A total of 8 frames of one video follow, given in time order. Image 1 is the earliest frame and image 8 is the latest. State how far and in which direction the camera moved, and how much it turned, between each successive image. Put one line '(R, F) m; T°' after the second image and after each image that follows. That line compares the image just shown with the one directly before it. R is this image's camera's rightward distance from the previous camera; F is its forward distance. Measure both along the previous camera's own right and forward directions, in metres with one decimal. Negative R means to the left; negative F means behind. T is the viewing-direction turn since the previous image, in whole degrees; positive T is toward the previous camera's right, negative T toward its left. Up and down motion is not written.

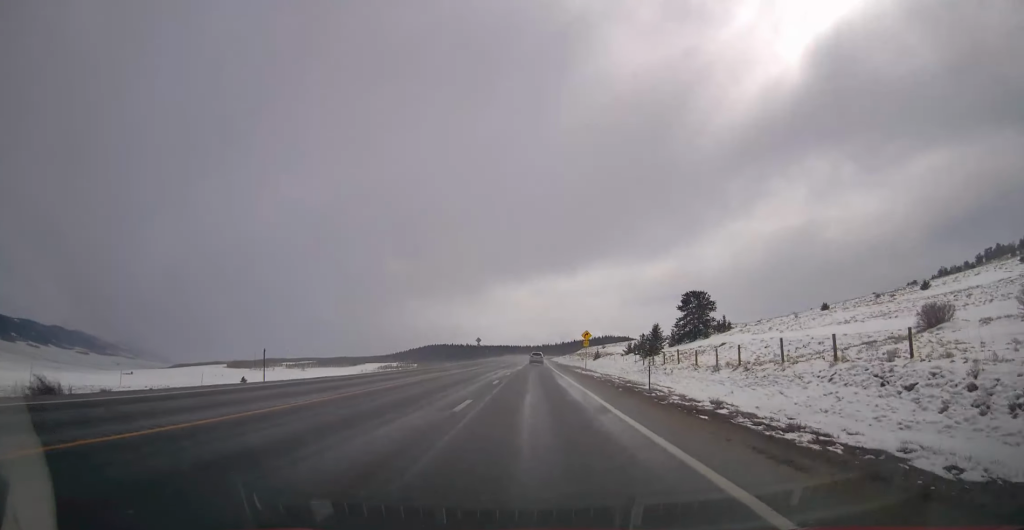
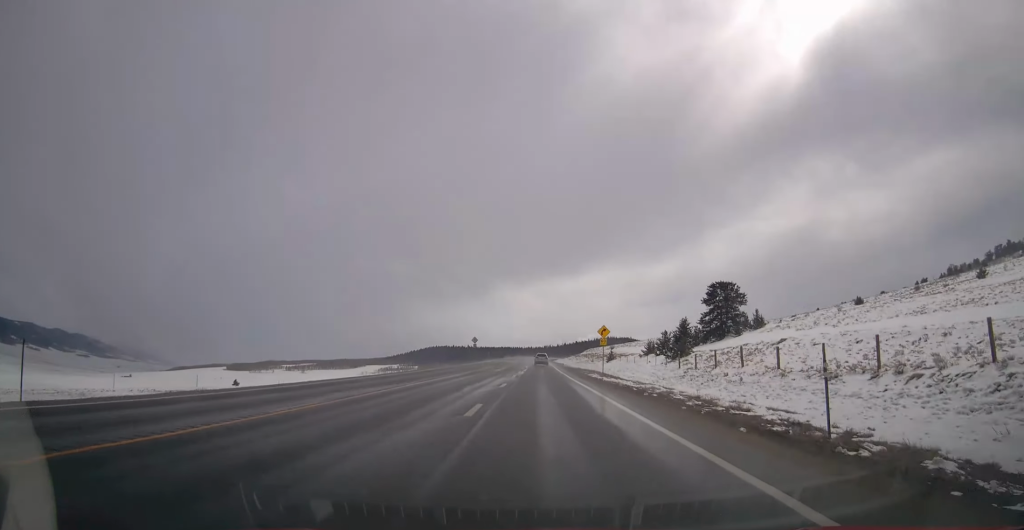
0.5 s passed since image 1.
(0.0, +12.8) m; -1°
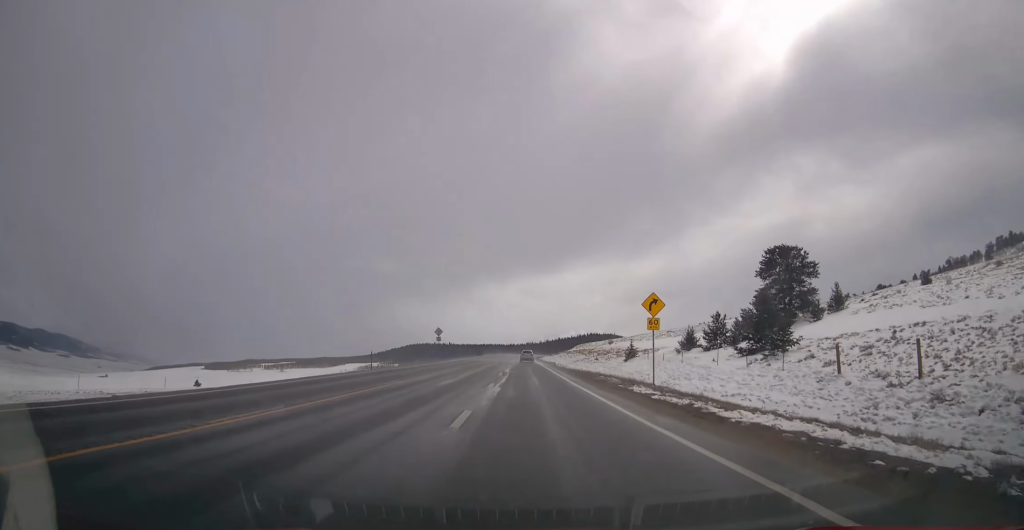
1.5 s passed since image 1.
(-0.3, +26.5) m; 0°
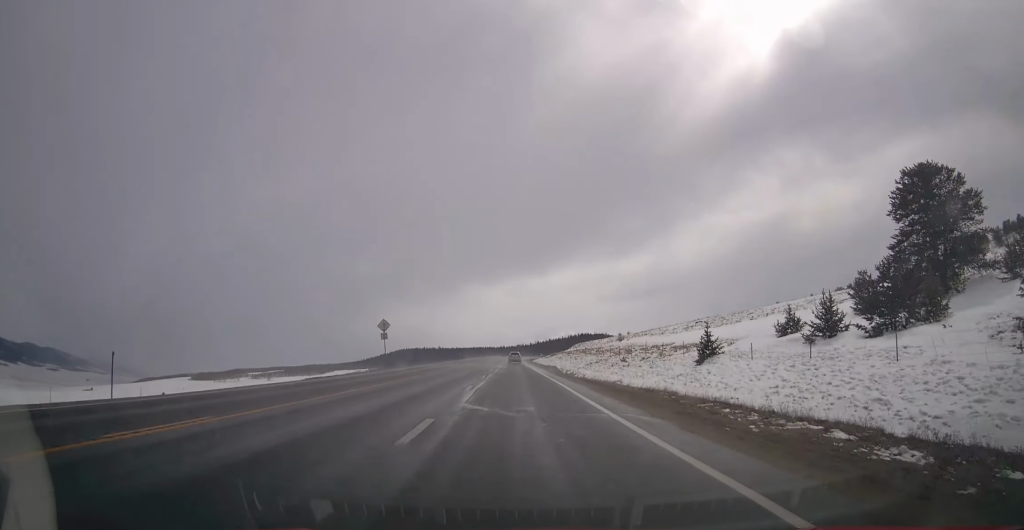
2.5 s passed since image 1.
(+0.2, +26.4) m; +1°
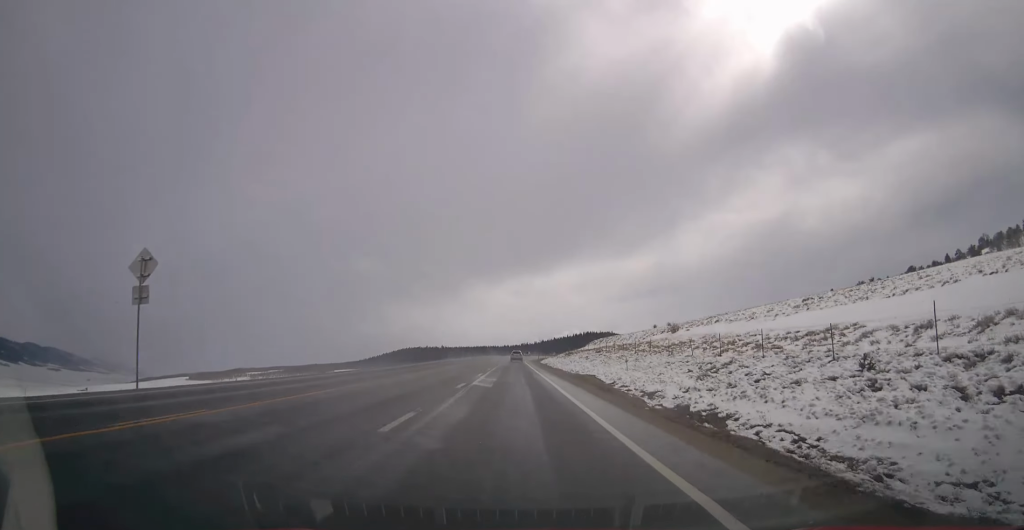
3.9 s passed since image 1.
(+0.3, +35.8) m; 0°
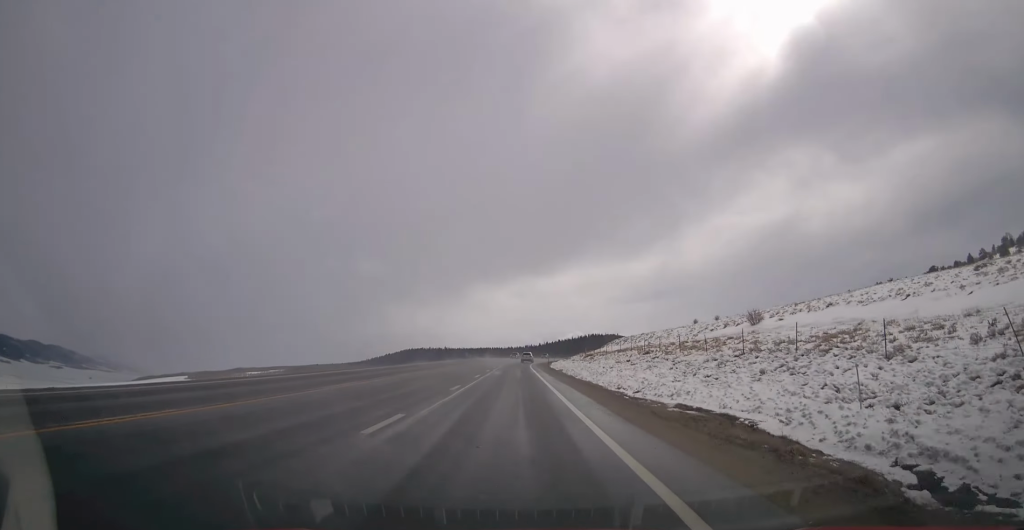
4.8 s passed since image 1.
(-0.1, +24.7) m; 0°
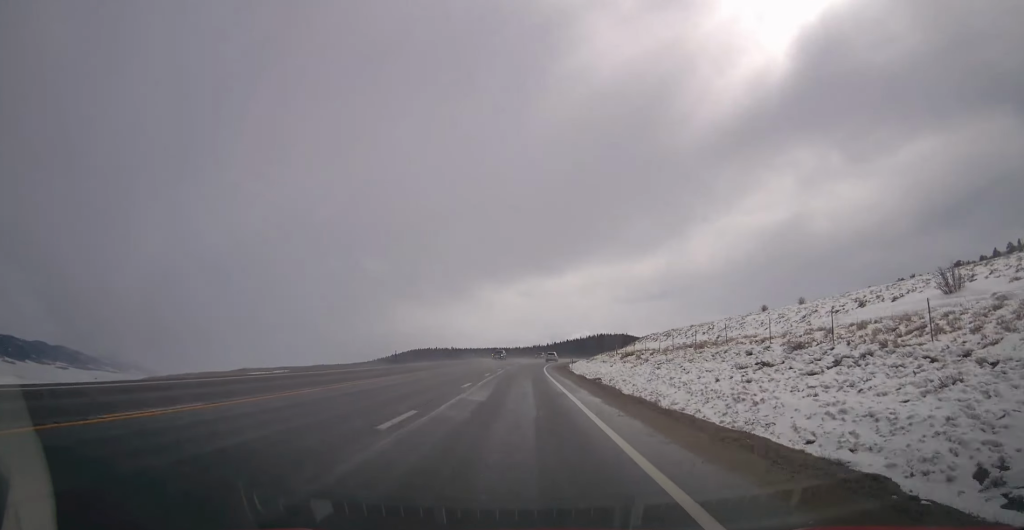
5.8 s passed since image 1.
(0.0, +24.2) m; 0°
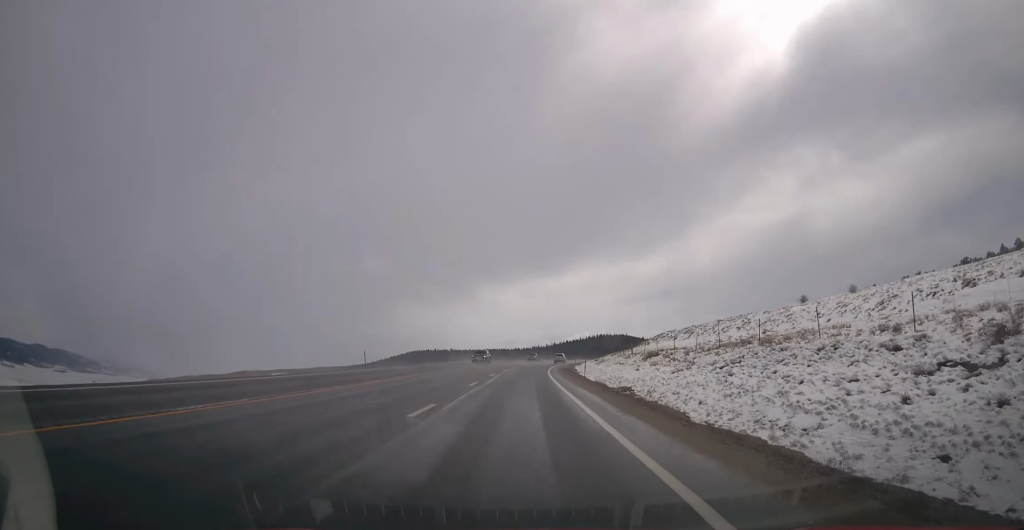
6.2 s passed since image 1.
(0.0, +10.4) m; 0°
